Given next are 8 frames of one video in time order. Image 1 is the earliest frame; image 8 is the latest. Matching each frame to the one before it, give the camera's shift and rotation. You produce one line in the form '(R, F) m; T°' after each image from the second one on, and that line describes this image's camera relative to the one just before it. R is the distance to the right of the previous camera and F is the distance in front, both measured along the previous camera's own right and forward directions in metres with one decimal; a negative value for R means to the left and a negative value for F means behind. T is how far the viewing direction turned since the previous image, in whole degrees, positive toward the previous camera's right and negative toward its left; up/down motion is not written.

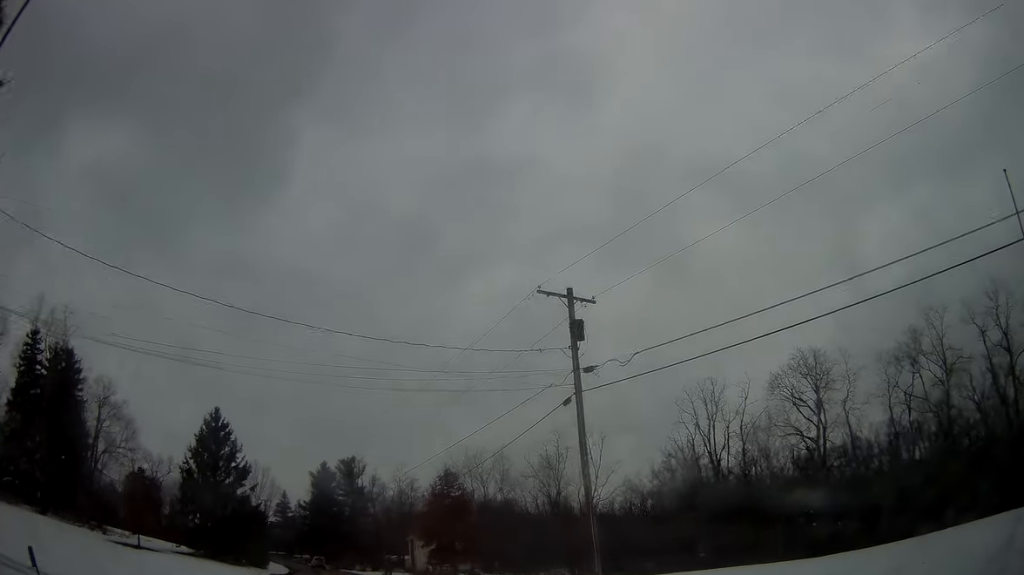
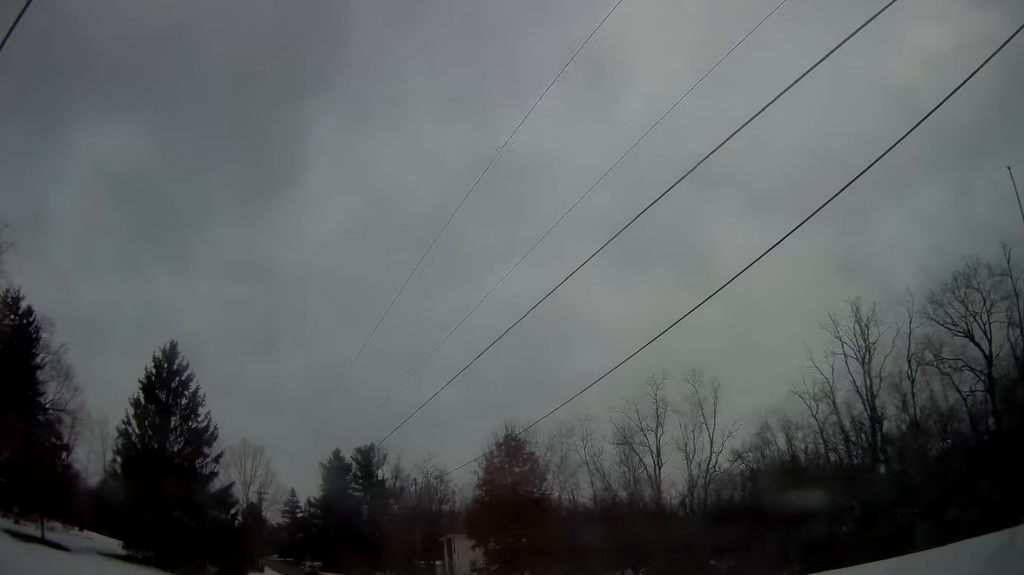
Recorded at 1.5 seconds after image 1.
(-0.4, +23.5) m; -2°
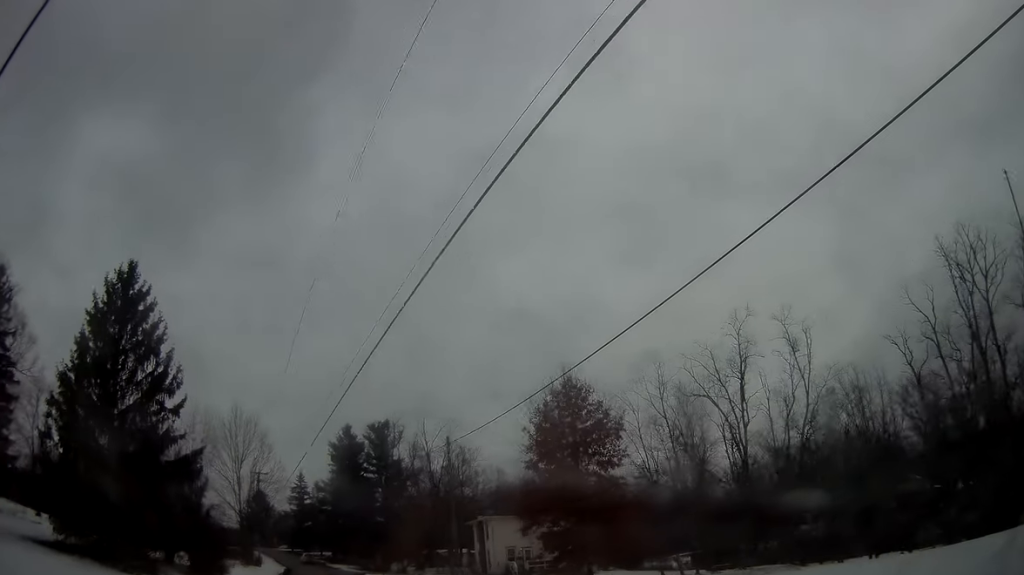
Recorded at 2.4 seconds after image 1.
(-0.2, +12.7) m; -3°
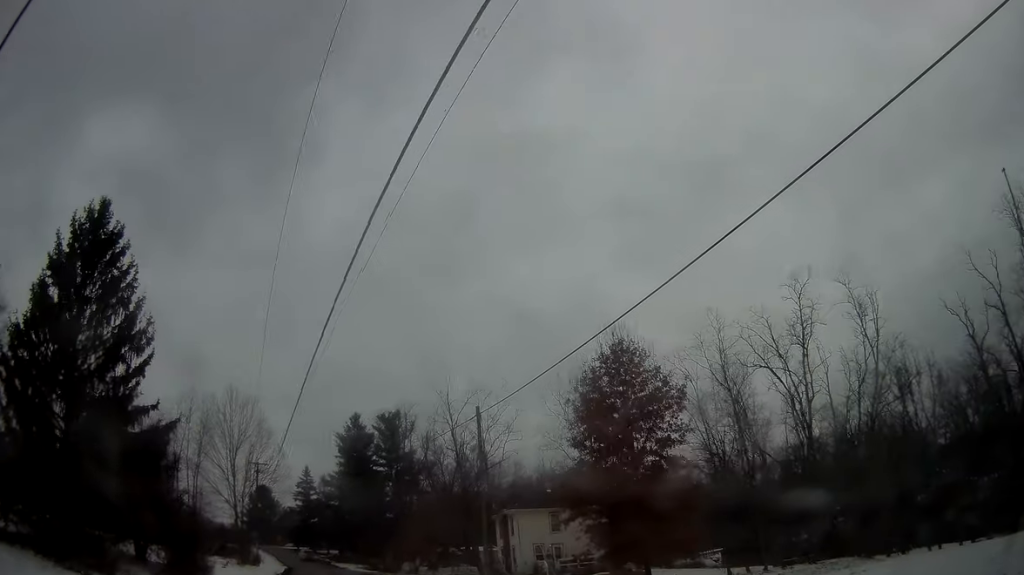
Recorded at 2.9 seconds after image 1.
(-0.1, +7.2) m; -2°
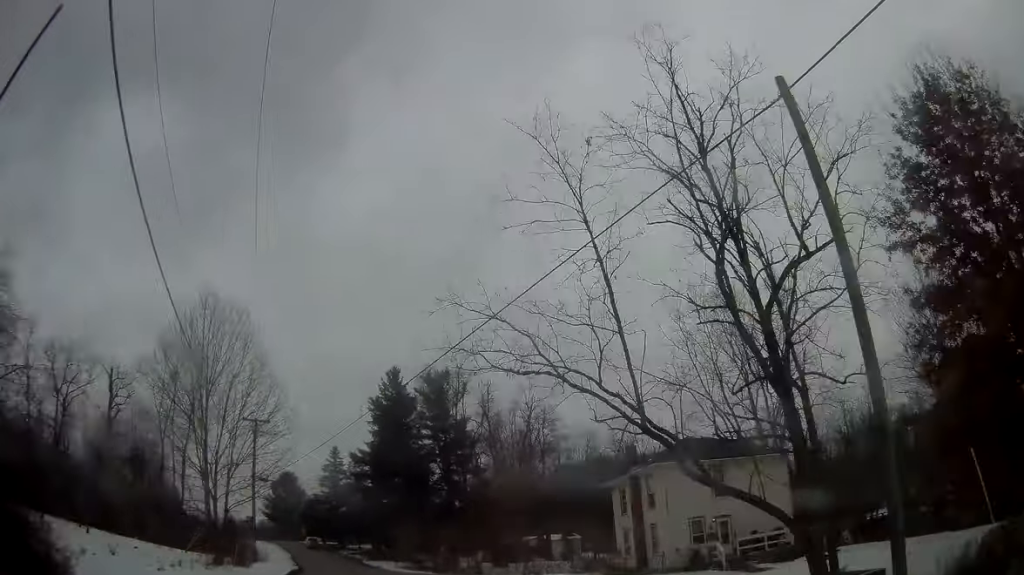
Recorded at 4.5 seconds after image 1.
(-0.4, +21.6) m; -1°
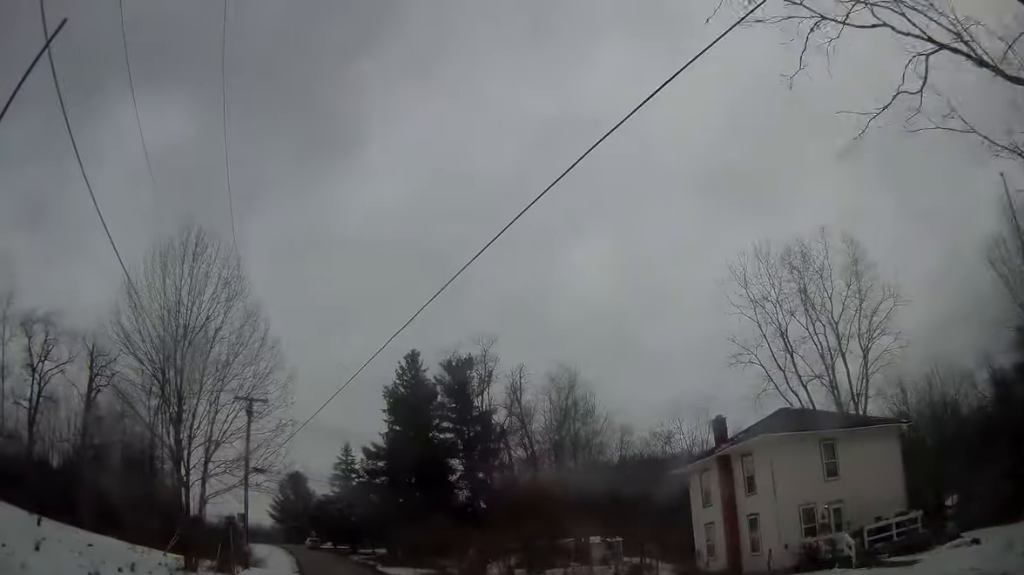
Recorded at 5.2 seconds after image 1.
(0.0, +8.2) m; 0°
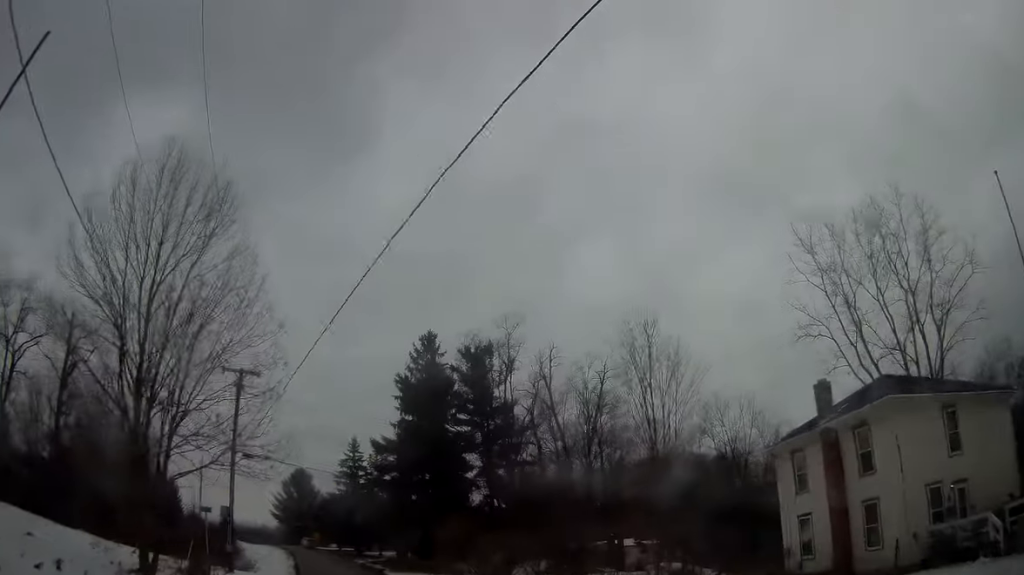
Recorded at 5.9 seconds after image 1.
(0.0, +6.9) m; -1°
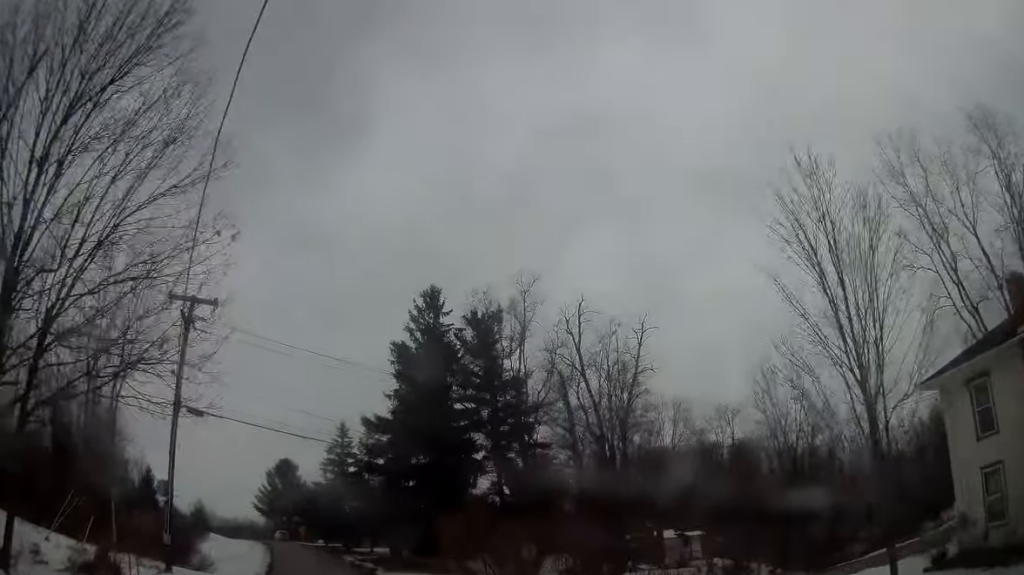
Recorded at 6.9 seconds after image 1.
(-0.2, +9.7) m; +1°
